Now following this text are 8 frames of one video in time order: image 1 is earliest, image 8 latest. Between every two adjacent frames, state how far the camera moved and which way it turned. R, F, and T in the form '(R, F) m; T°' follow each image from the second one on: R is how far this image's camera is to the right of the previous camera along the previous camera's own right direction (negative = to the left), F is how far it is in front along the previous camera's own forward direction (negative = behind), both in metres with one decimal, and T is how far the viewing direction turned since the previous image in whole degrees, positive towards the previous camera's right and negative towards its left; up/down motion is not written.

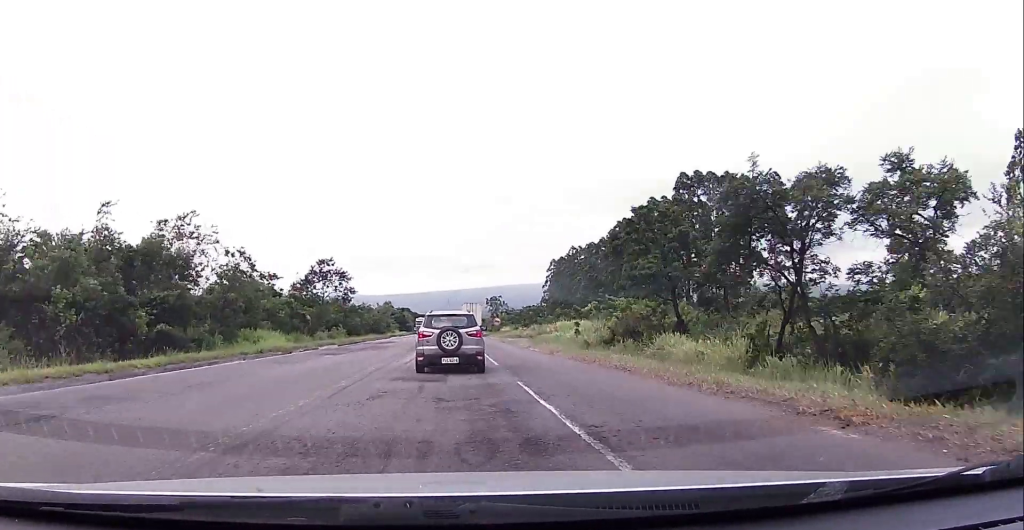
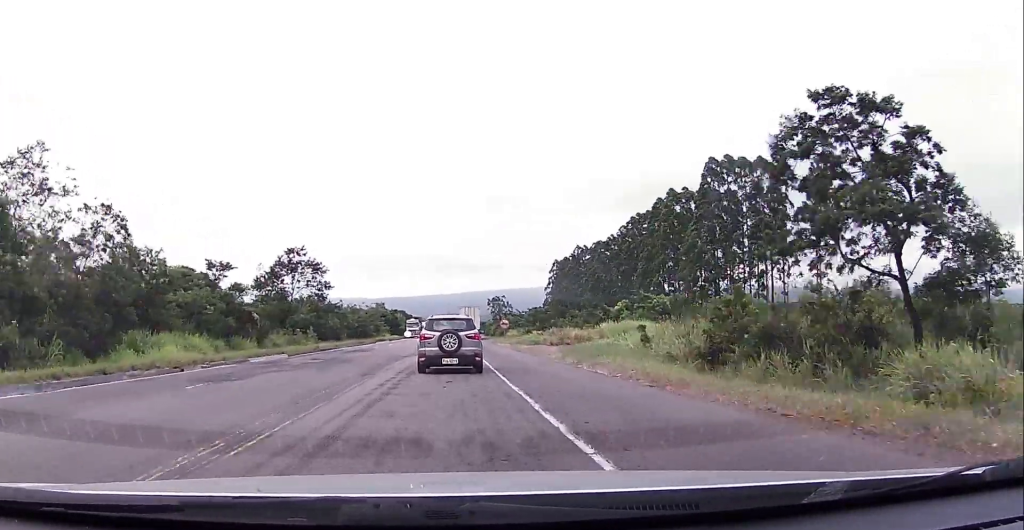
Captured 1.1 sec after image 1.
(-0.2, +15.3) m; +1°
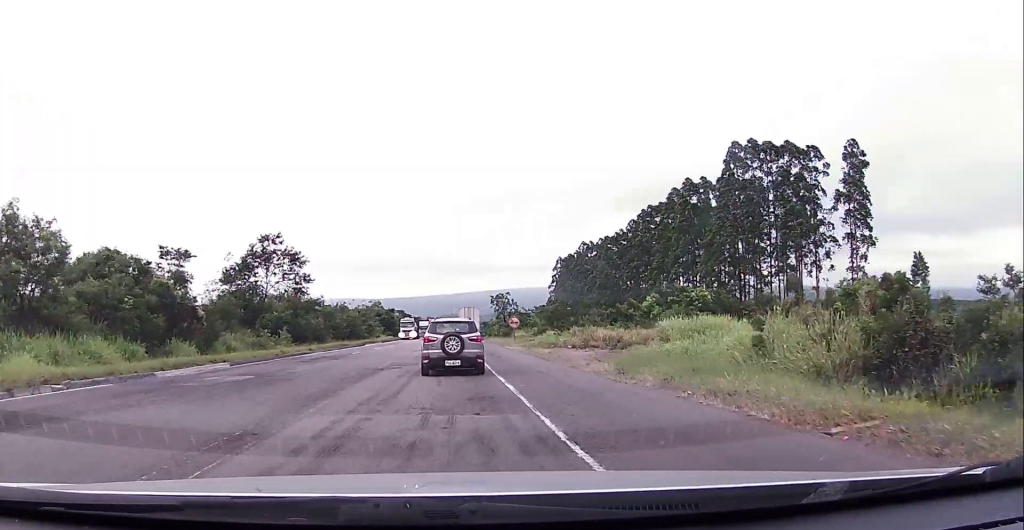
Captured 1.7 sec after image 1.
(+0.4, +10.1) m; +1°
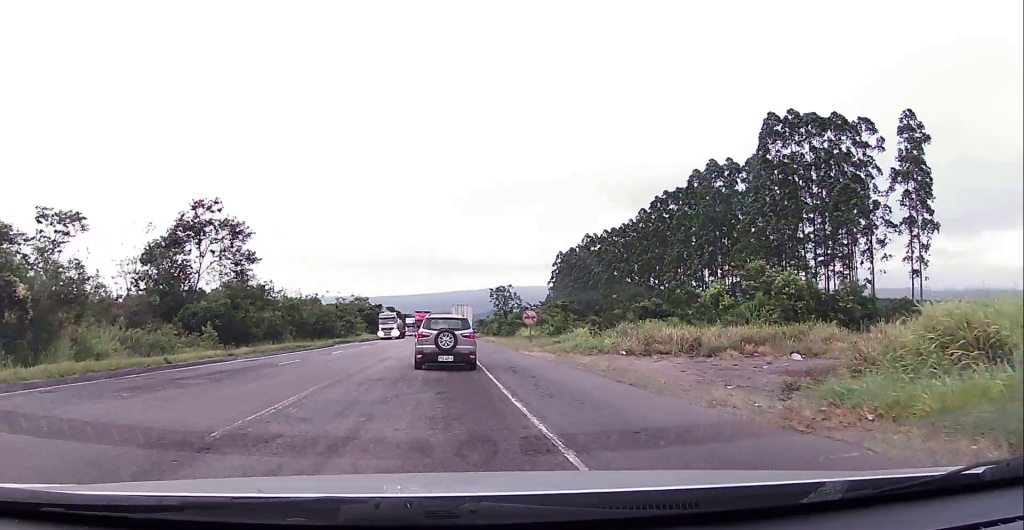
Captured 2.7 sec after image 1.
(-0.2, +15.6) m; 0°
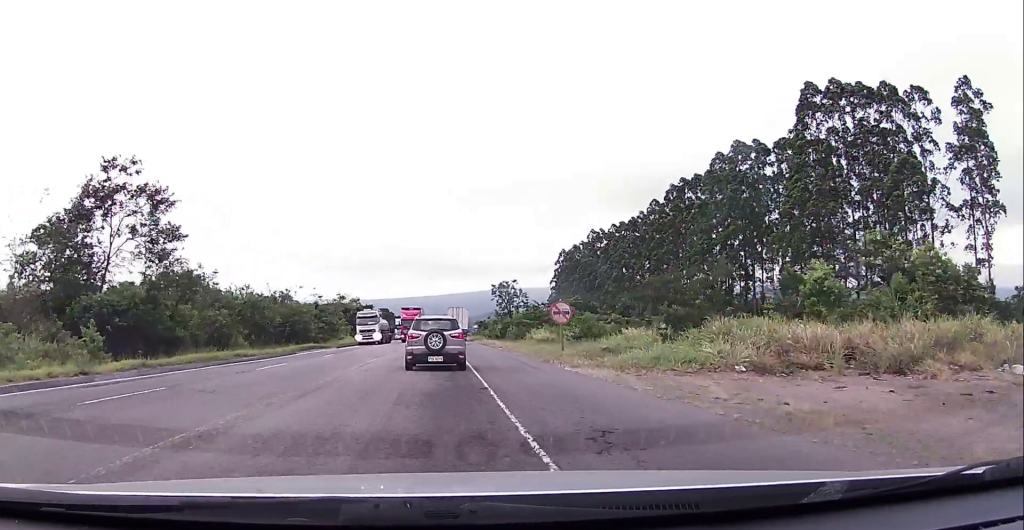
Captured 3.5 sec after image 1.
(0.0, +12.8) m; 0°
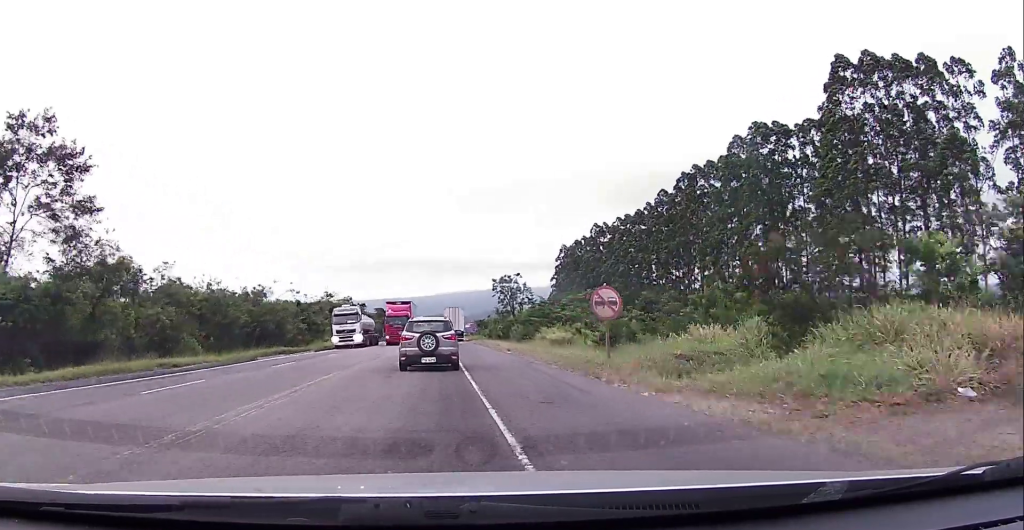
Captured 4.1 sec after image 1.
(+0.1, +8.6) m; 0°
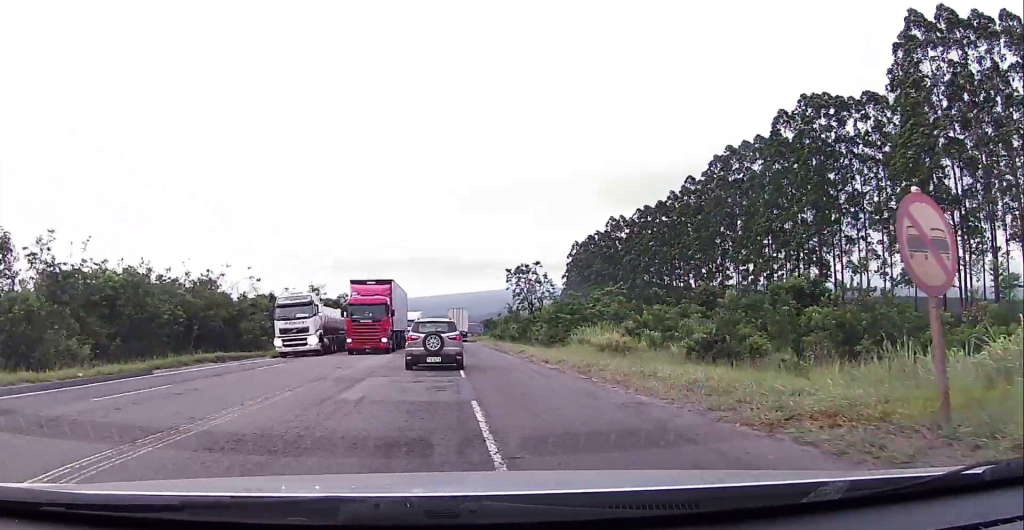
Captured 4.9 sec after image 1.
(-0.1, +13.6) m; -1°
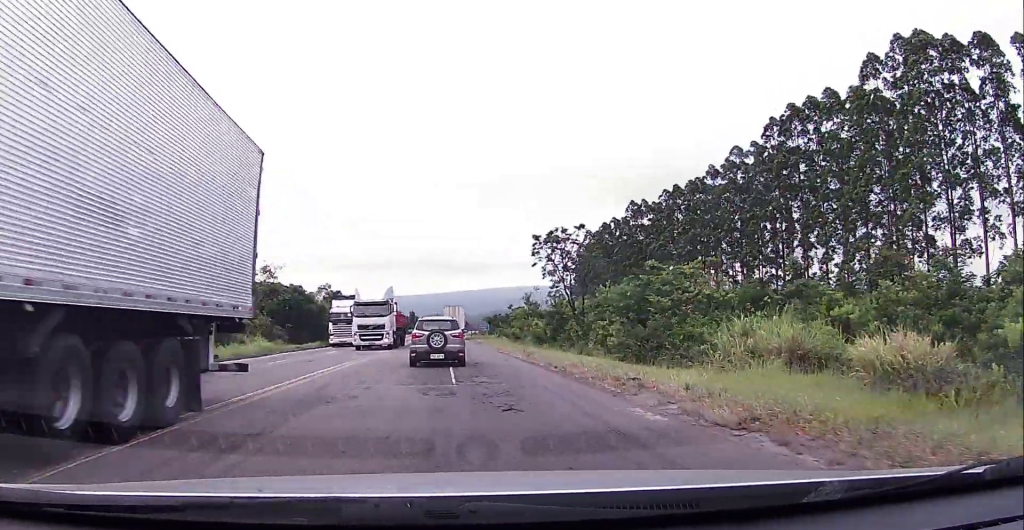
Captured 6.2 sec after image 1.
(0.0, +21.6) m; 0°
